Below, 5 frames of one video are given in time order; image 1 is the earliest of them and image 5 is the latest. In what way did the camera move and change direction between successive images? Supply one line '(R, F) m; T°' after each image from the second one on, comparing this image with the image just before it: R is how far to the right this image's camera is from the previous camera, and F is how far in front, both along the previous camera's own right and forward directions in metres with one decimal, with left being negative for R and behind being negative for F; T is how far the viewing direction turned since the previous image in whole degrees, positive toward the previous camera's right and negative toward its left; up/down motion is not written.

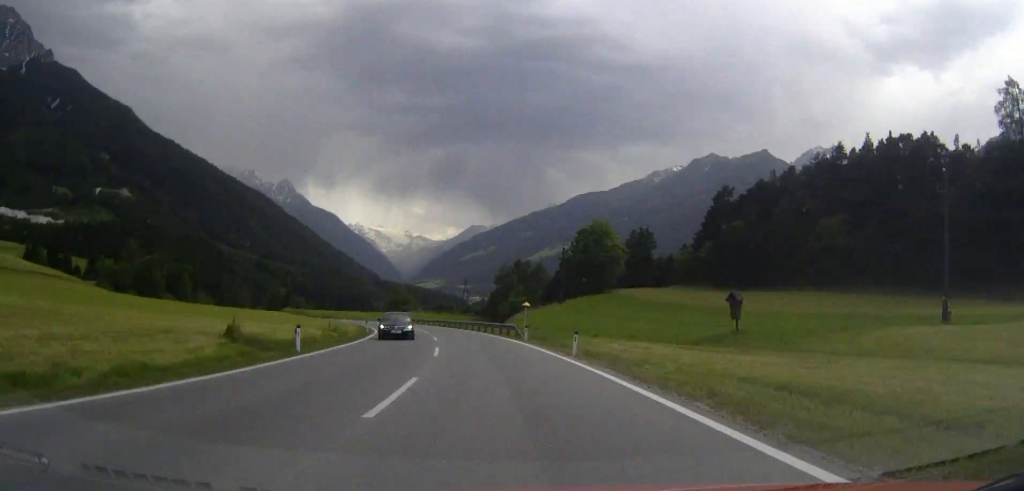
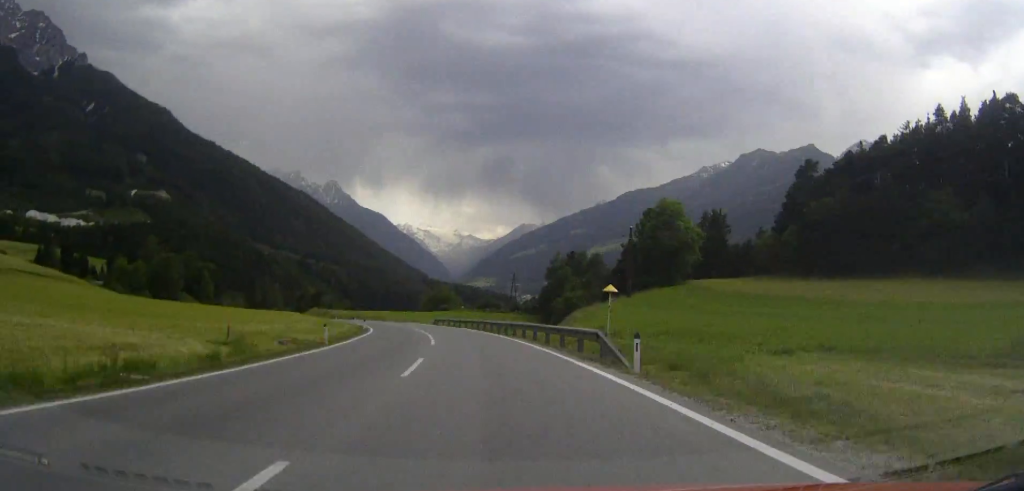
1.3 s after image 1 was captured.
(-1.4, +24.1) m; -4°
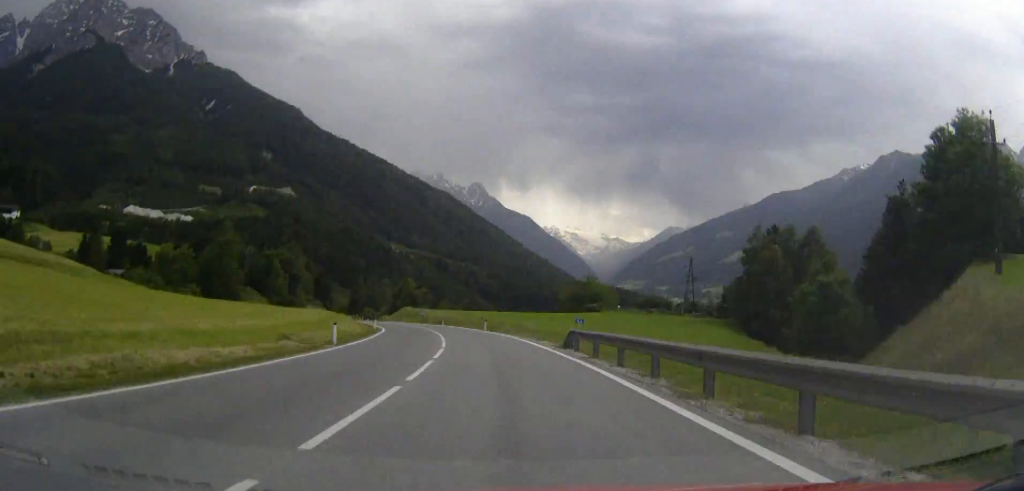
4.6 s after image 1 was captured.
(-5.8, +61.5) m; -10°
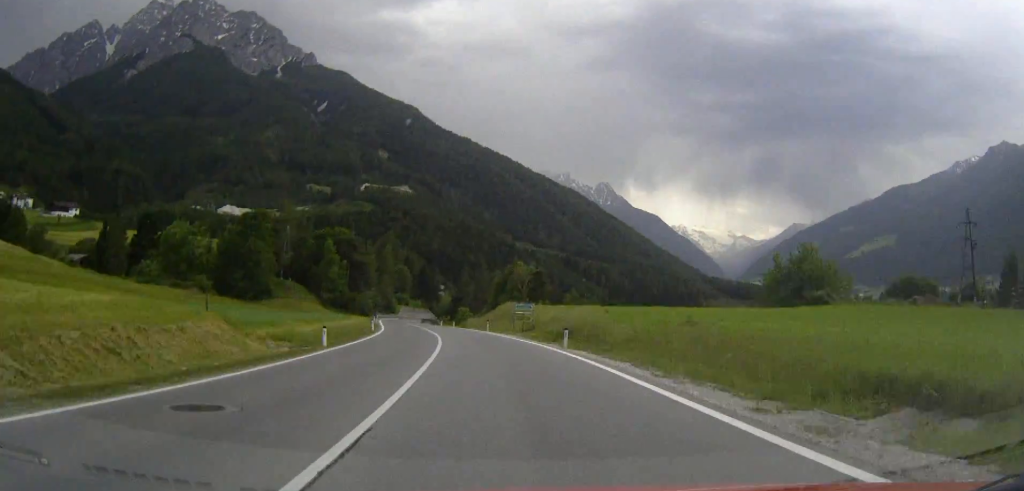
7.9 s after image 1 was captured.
(-5.5, +62.9) m; -9°
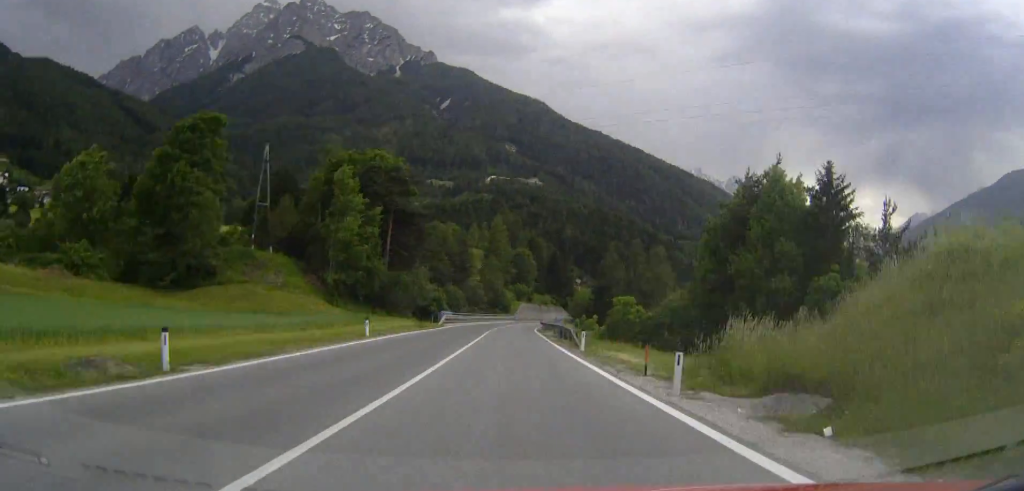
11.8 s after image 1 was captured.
(-5.7, +76.3) m; -6°
